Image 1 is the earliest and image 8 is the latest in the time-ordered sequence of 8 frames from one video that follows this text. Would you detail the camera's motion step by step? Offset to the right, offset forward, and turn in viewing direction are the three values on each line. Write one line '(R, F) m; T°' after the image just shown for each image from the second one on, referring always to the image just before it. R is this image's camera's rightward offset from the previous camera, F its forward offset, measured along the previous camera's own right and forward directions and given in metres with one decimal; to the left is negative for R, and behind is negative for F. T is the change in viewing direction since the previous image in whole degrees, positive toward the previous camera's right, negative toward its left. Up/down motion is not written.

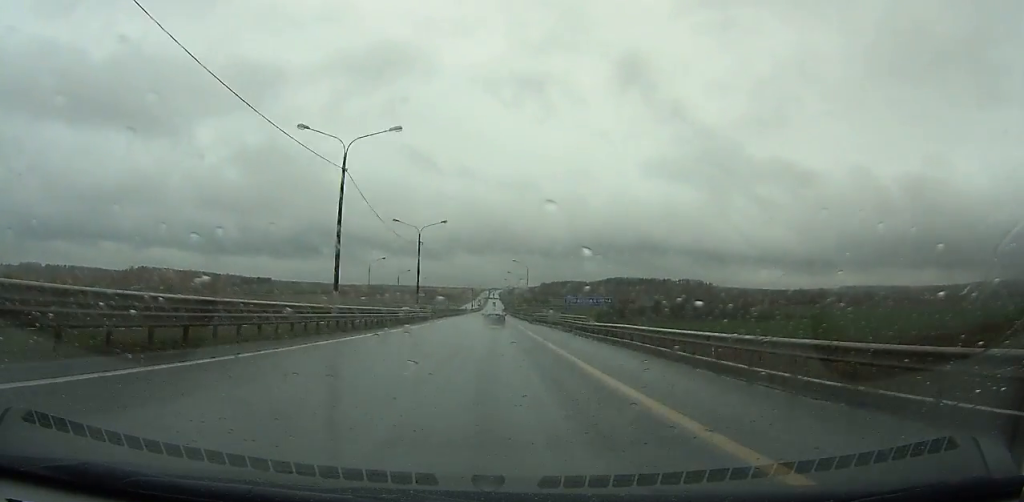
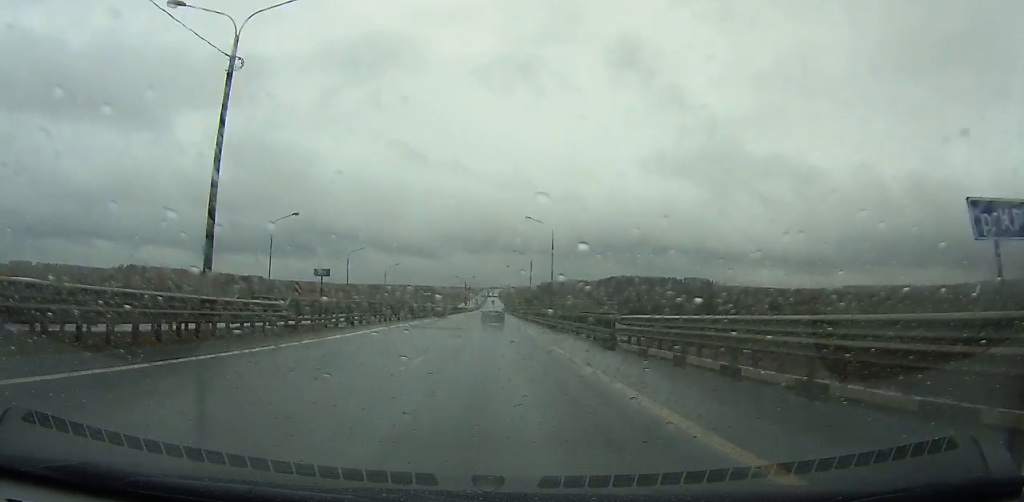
(+0.1, +47.3) m; 0°
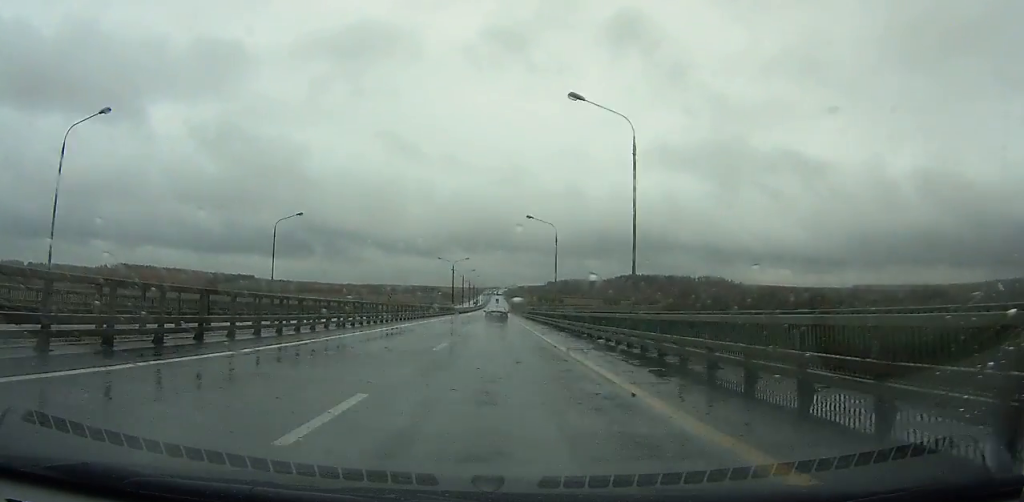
(-0.2, +66.0) m; 0°
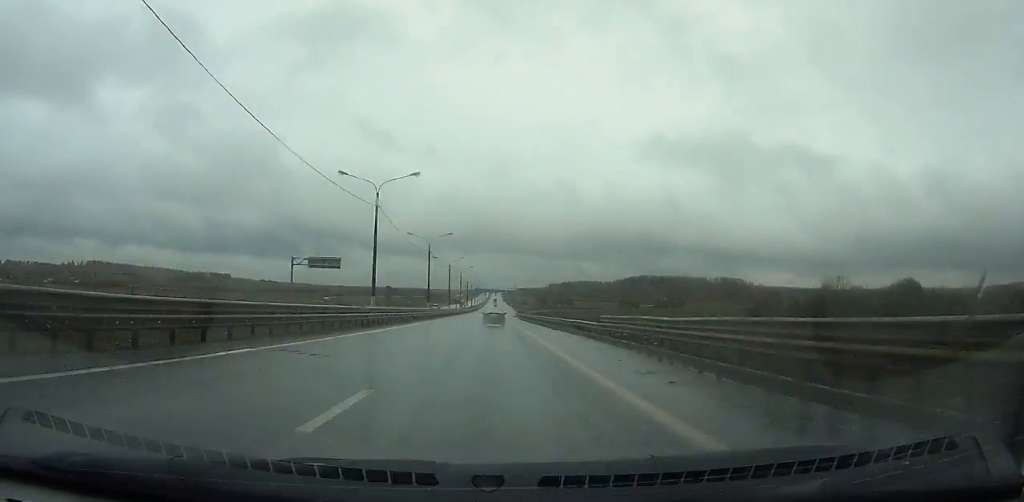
(0.0, +108.2) m; 0°
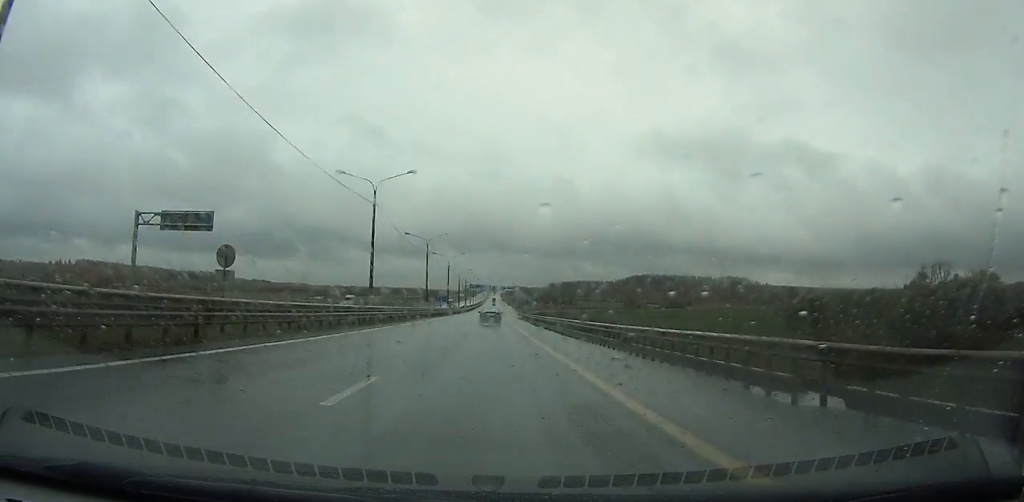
(-0.1, +34.9) m; 0°
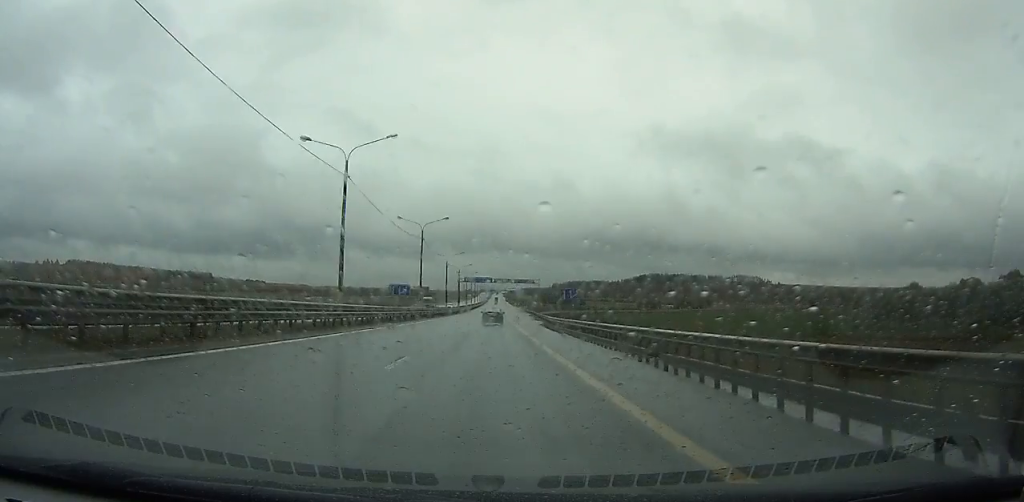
(0.0, +43.1) m; 0°
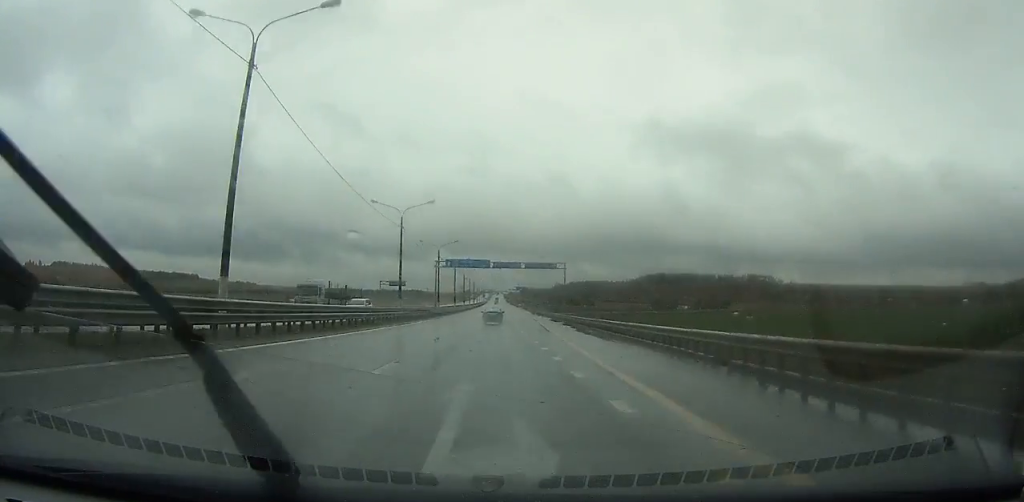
(+0.1, +51.1) m; 0°
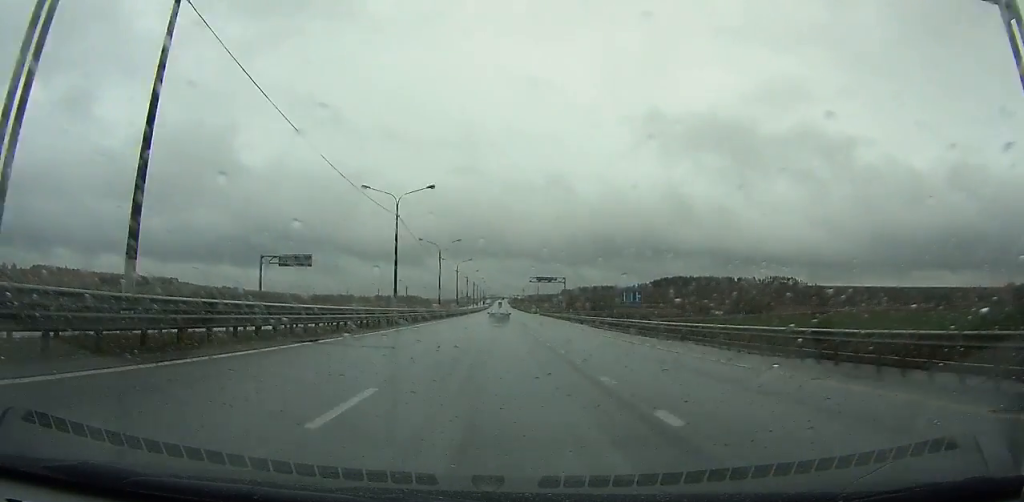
(-0.1, +75.7) m; 0°
